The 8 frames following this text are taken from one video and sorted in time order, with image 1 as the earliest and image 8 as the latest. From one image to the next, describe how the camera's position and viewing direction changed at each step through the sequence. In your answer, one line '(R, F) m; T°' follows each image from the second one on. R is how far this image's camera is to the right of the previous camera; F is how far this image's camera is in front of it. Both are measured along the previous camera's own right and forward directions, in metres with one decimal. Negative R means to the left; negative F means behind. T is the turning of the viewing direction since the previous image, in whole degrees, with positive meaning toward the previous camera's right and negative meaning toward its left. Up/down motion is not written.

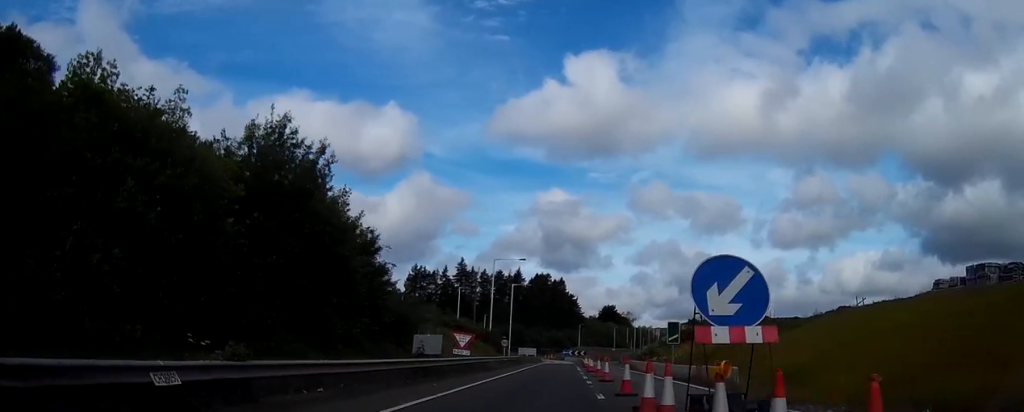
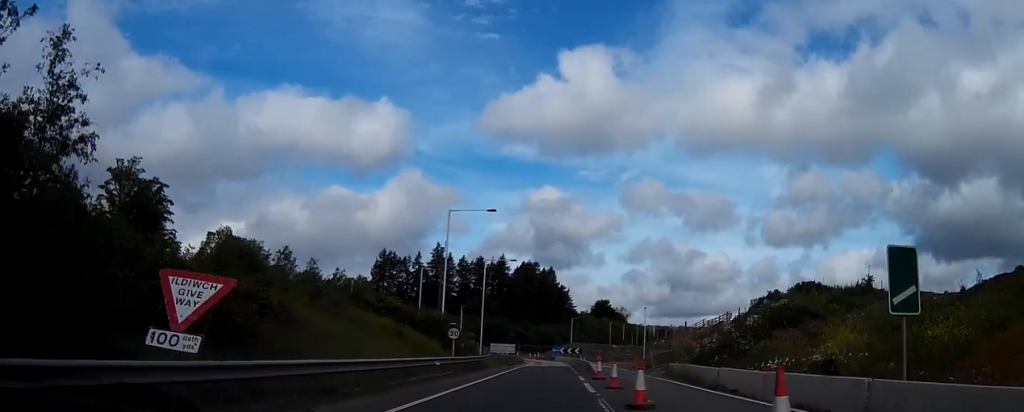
(+1.3, +29.6) m; +3°
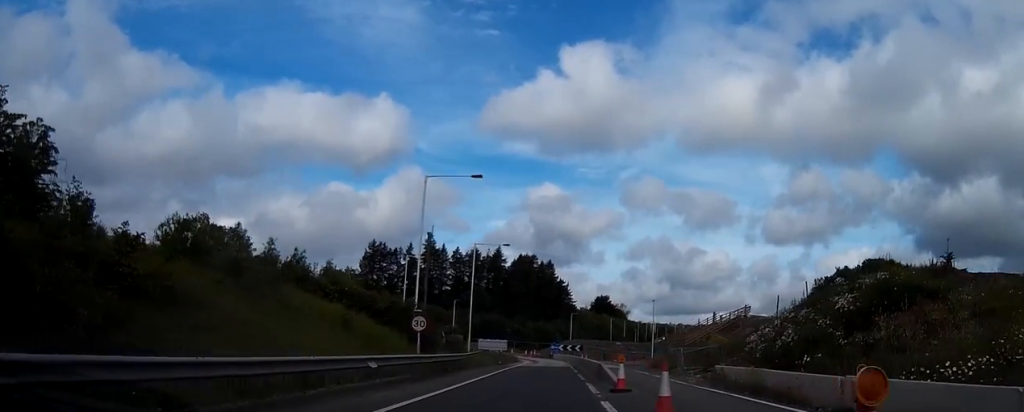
(-0.2, +10.5) m; -1°
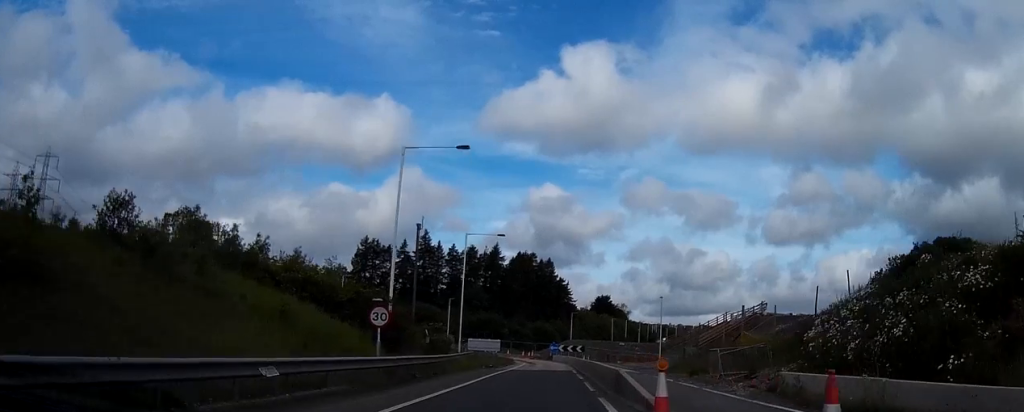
(0.0, +7.3) m; 0°
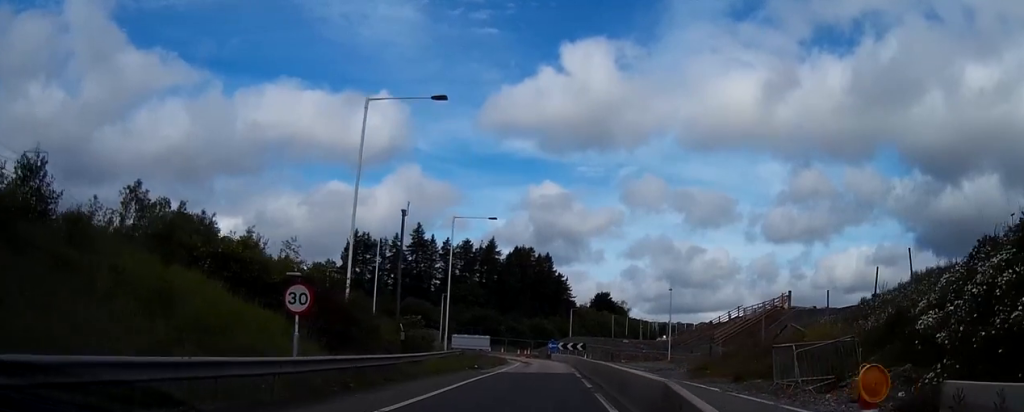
(0.0, +8.1) m; 0°
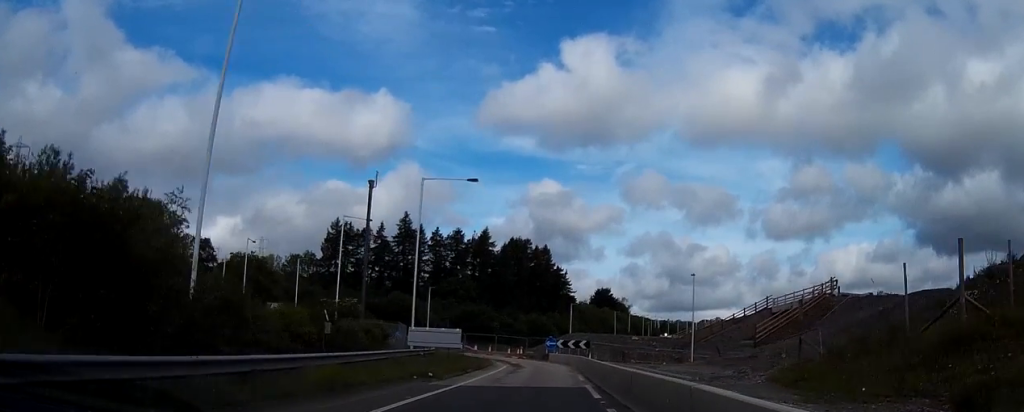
(-0.1, +14.2) m; +1°
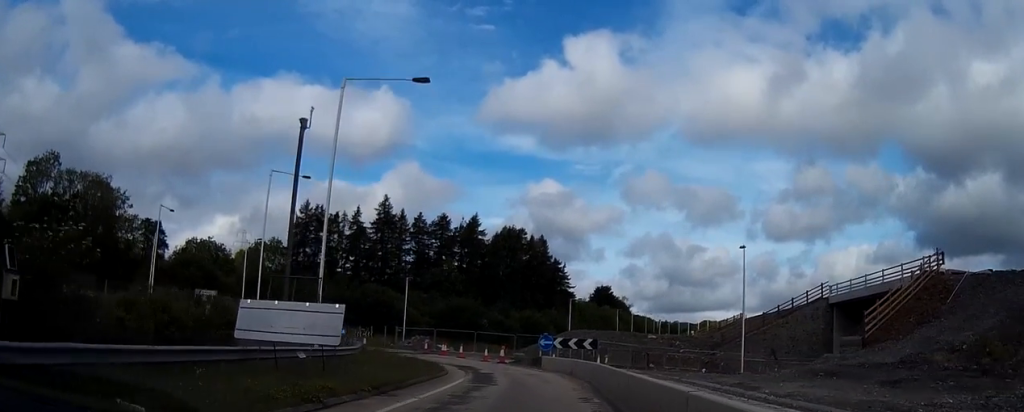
(+0.3, +18.8) m; +1°
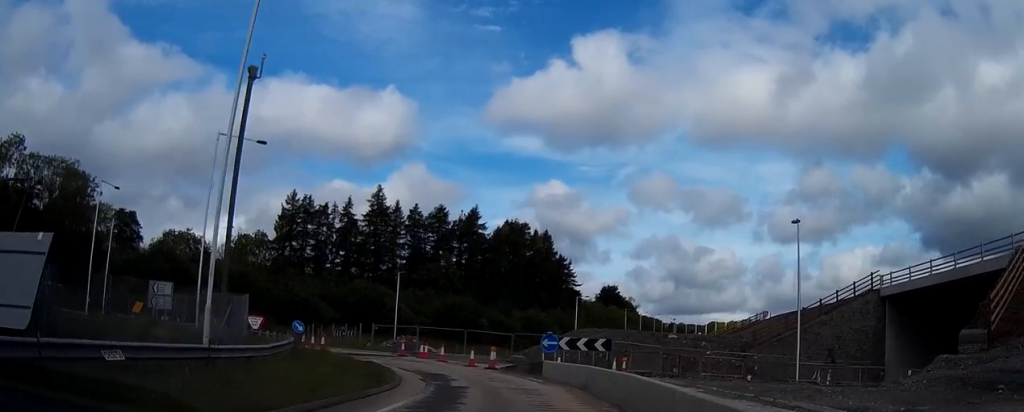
(+0.1, +10.3) m; +1°
